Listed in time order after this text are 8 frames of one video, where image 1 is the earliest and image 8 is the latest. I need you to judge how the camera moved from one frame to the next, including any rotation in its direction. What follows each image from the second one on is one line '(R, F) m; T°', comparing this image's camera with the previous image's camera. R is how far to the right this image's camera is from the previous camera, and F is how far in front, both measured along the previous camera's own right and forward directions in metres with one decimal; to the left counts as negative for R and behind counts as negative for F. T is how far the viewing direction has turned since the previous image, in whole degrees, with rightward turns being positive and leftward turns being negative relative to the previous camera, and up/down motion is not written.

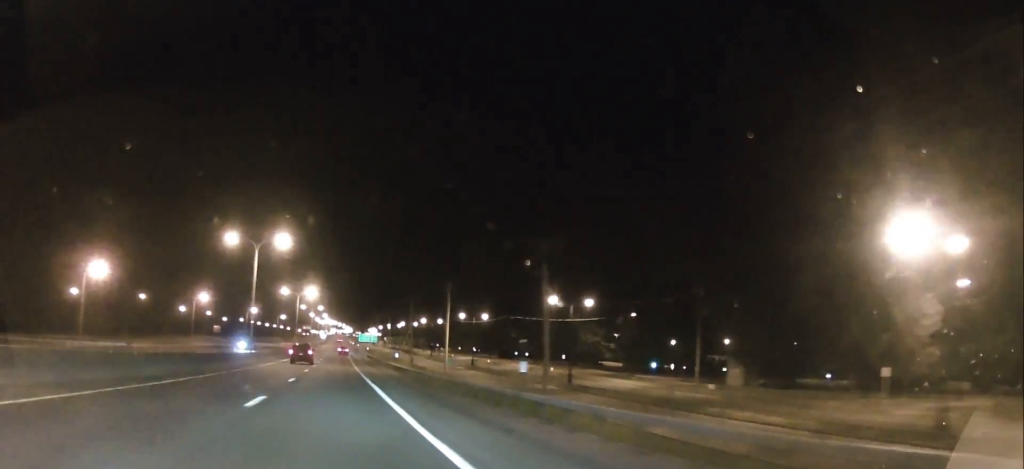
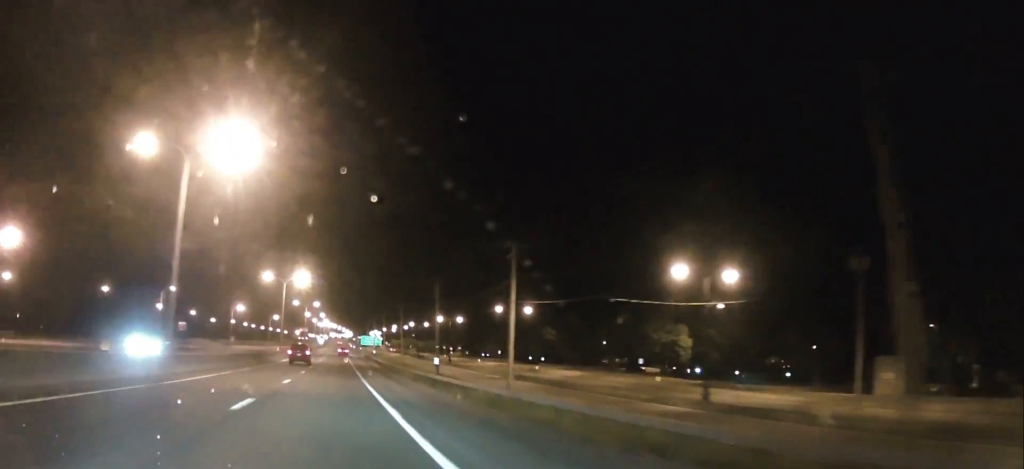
(+0.1, +25.5) m; 0°
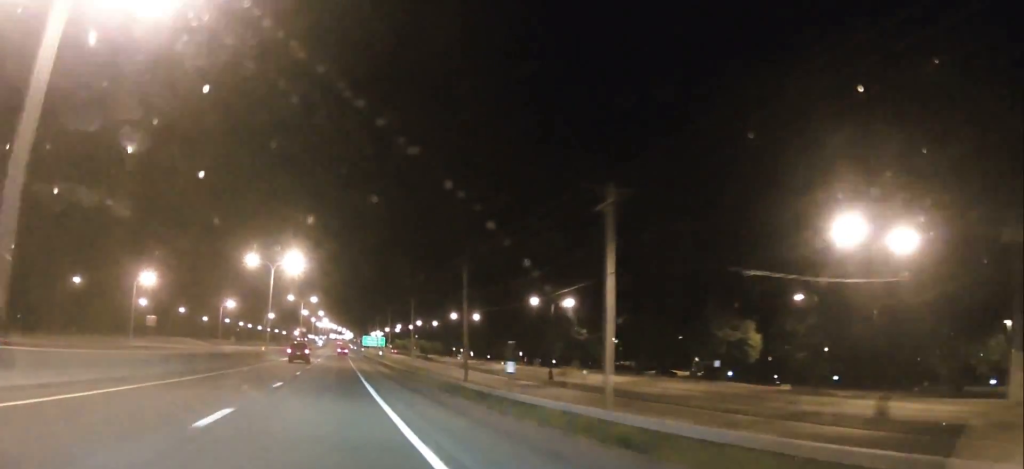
(-0.1, +15.3) m; 0°
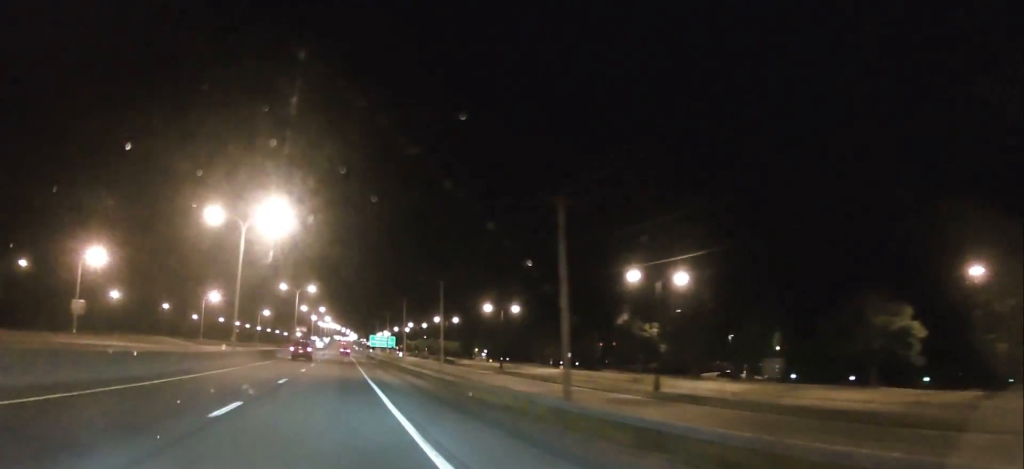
(+0.1, +23.0) m; 0°
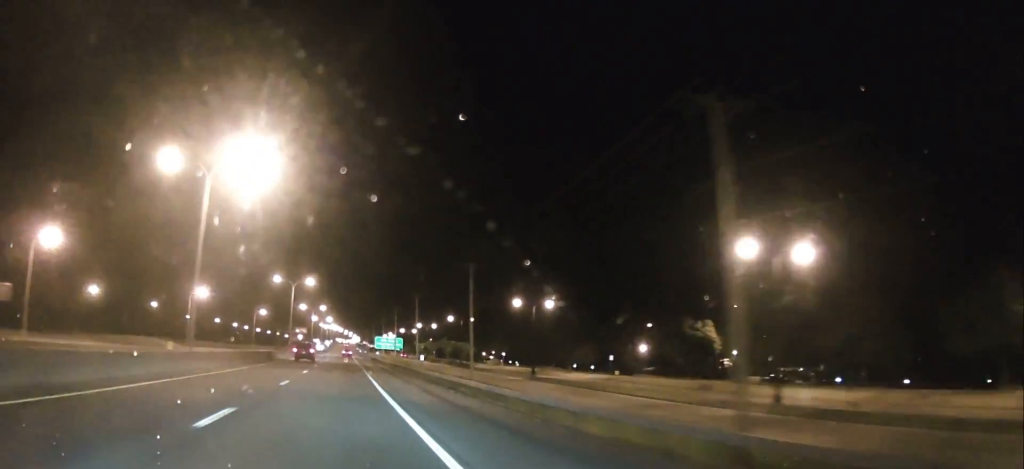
(0.0, +13.7) m; 0°
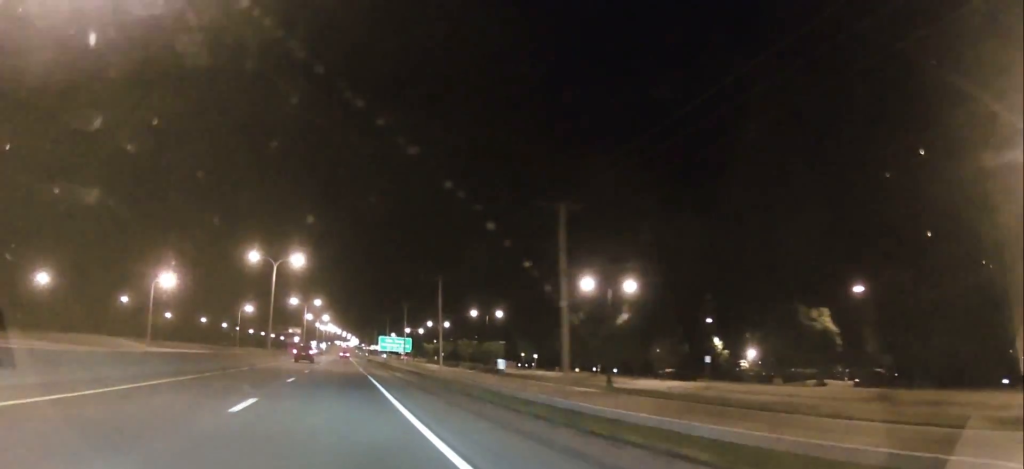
(-0.1, +22.1) m; 0°
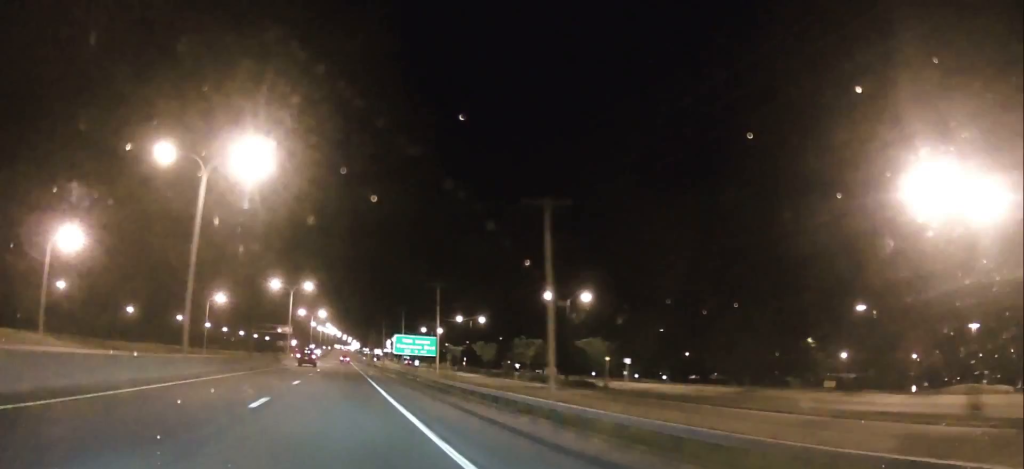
(+0.1, +34.9) m; 0°
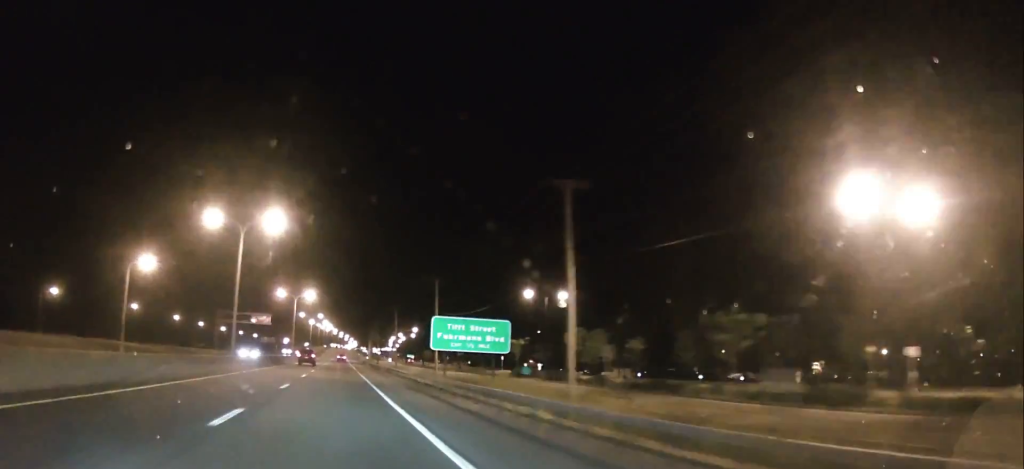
(+0.1, +40.9) m; 0°
